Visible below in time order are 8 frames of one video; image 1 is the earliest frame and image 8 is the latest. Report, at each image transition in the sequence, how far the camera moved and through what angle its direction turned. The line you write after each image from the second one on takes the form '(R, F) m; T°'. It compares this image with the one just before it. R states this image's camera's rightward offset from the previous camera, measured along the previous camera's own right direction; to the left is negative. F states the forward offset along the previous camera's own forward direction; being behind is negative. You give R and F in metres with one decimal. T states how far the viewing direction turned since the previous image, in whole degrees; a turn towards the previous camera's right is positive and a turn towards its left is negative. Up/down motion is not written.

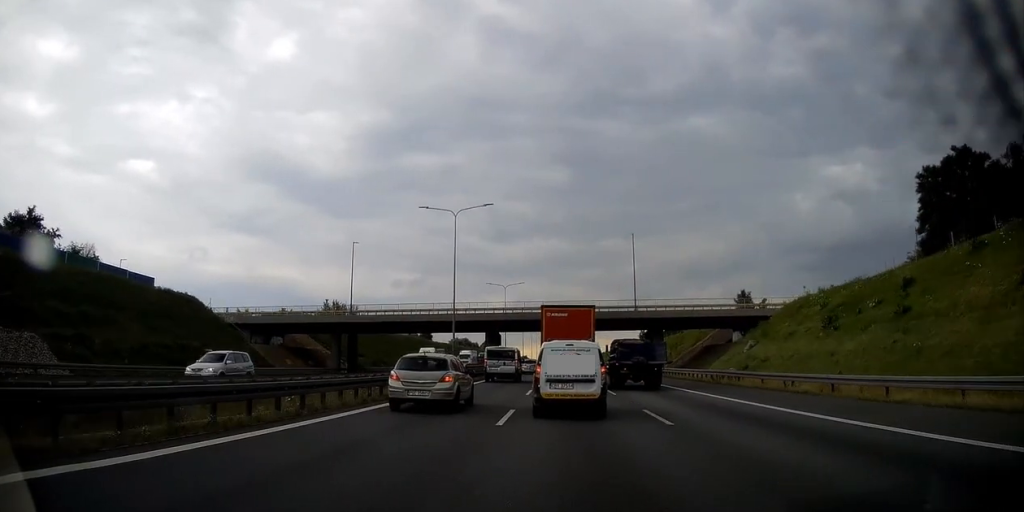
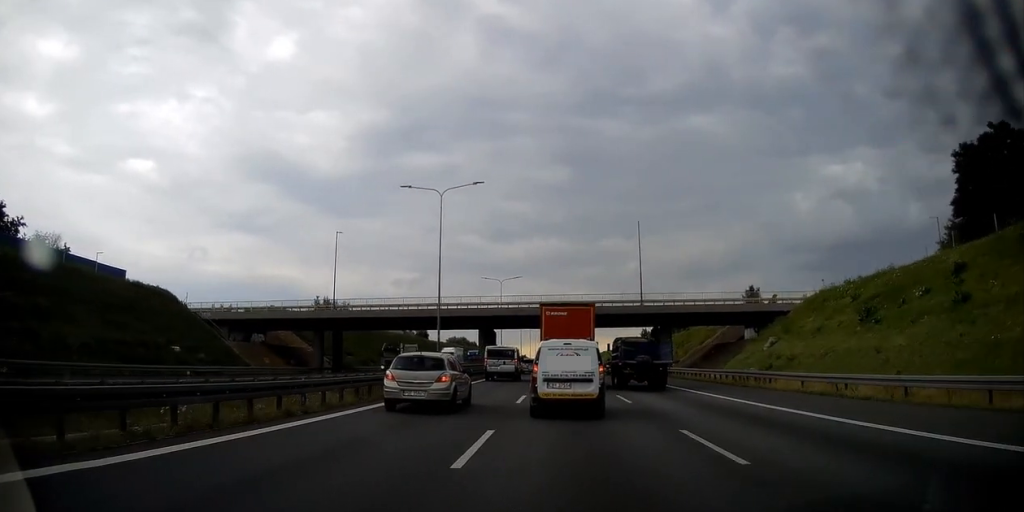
(-0.1, +4.8) m; -1°
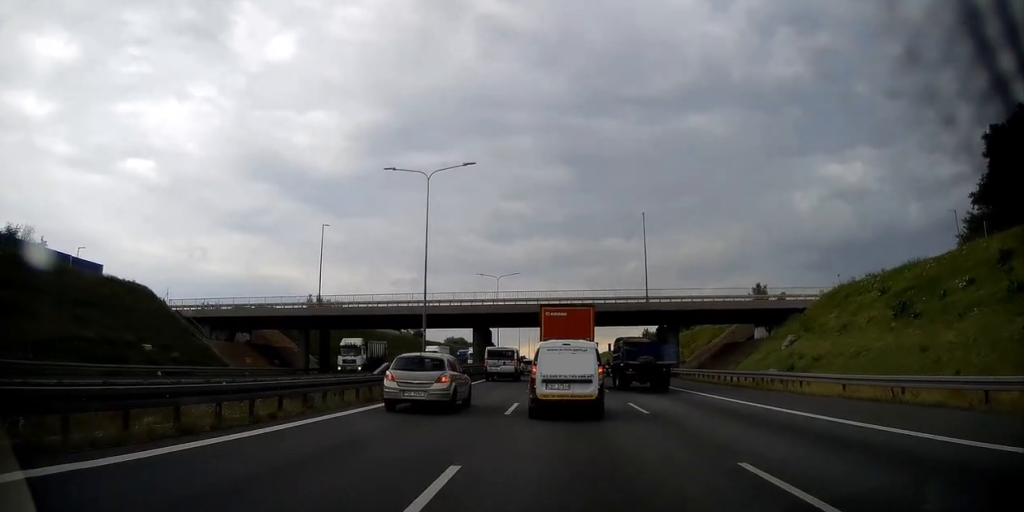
(0.0, +3.9) m; +1°
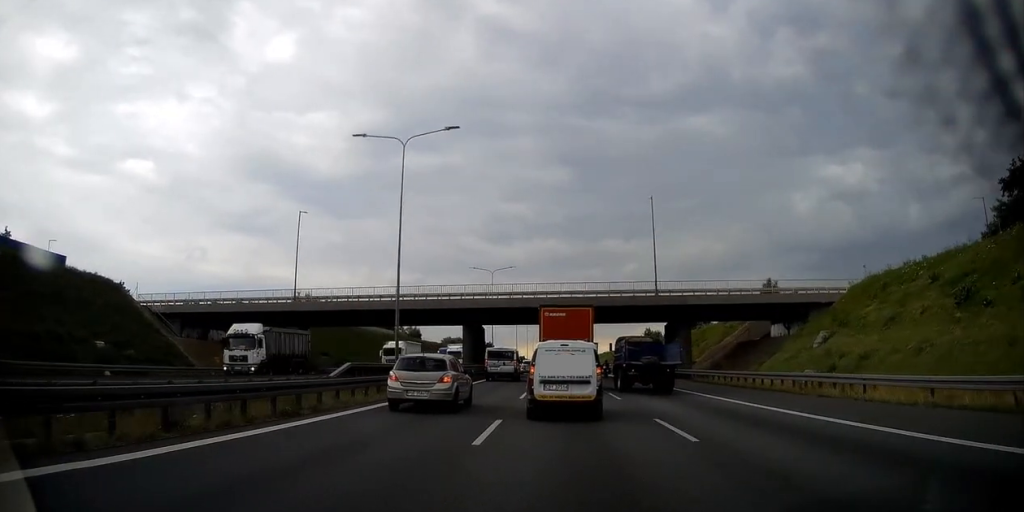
(-0.1, +5.8) m; +2°
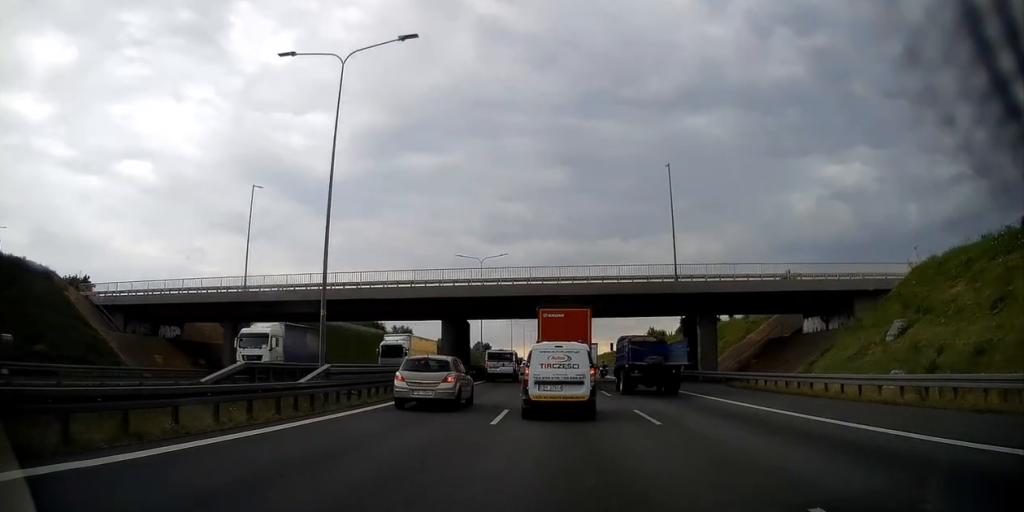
(+0.4, +9.3) m; 0°
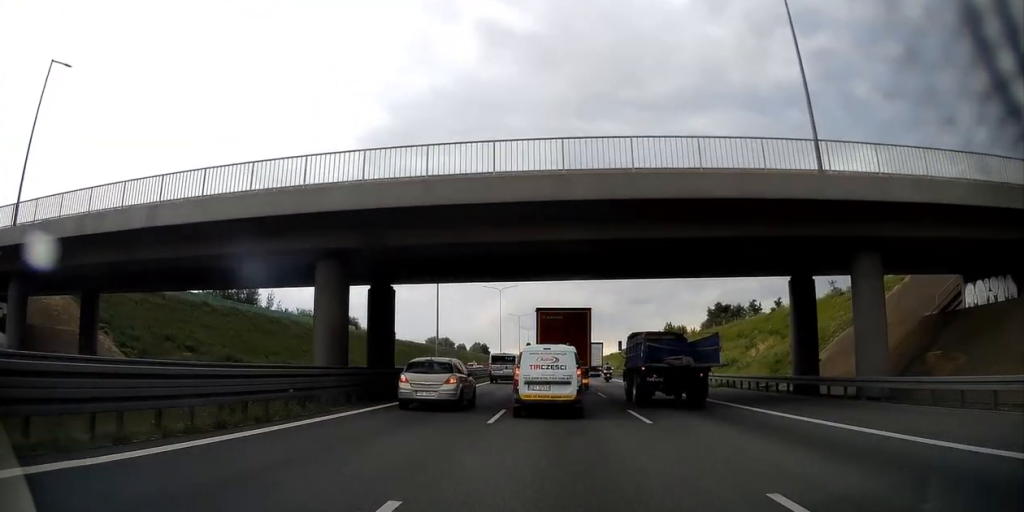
(-0.4, +24.0) m; -1°
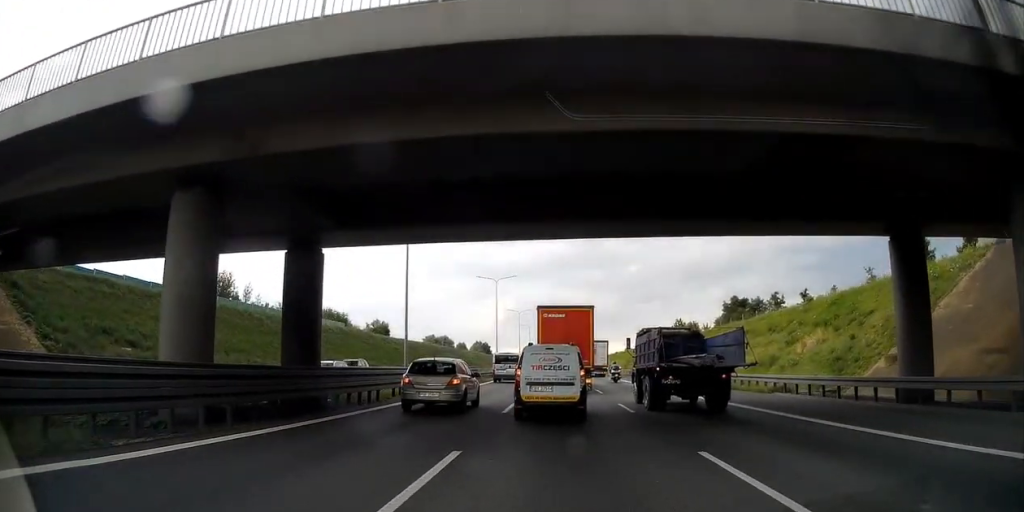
(-0.2, +8.6) m; 0°
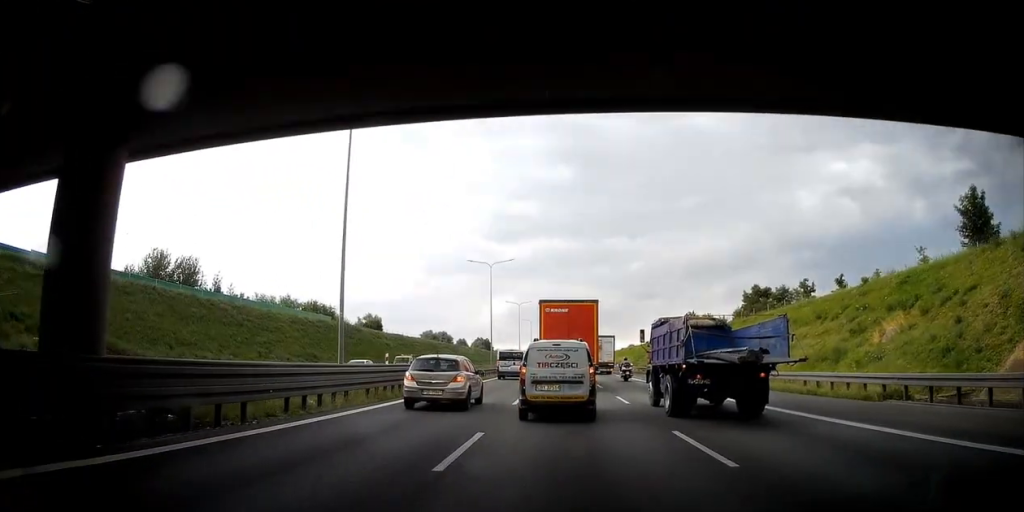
(+0.3, +9.4) m; 0°
